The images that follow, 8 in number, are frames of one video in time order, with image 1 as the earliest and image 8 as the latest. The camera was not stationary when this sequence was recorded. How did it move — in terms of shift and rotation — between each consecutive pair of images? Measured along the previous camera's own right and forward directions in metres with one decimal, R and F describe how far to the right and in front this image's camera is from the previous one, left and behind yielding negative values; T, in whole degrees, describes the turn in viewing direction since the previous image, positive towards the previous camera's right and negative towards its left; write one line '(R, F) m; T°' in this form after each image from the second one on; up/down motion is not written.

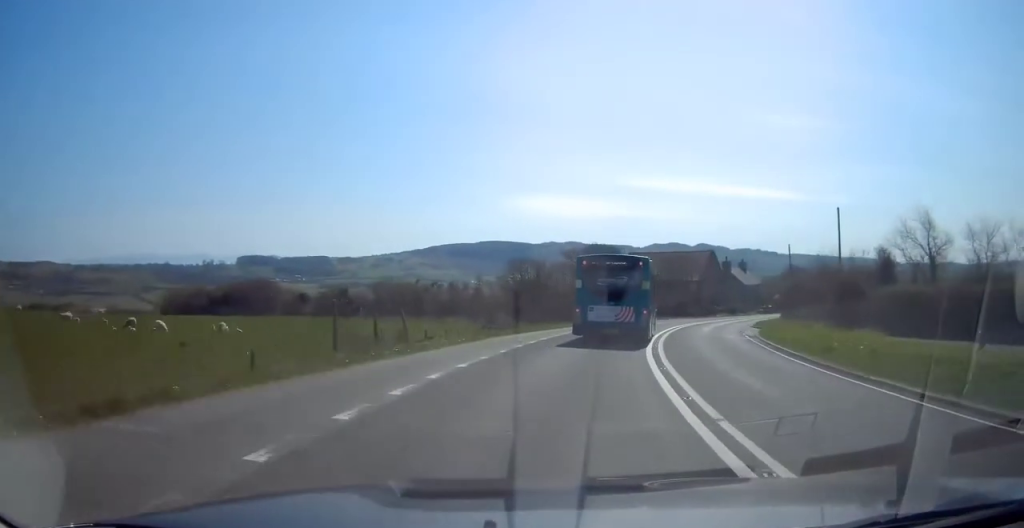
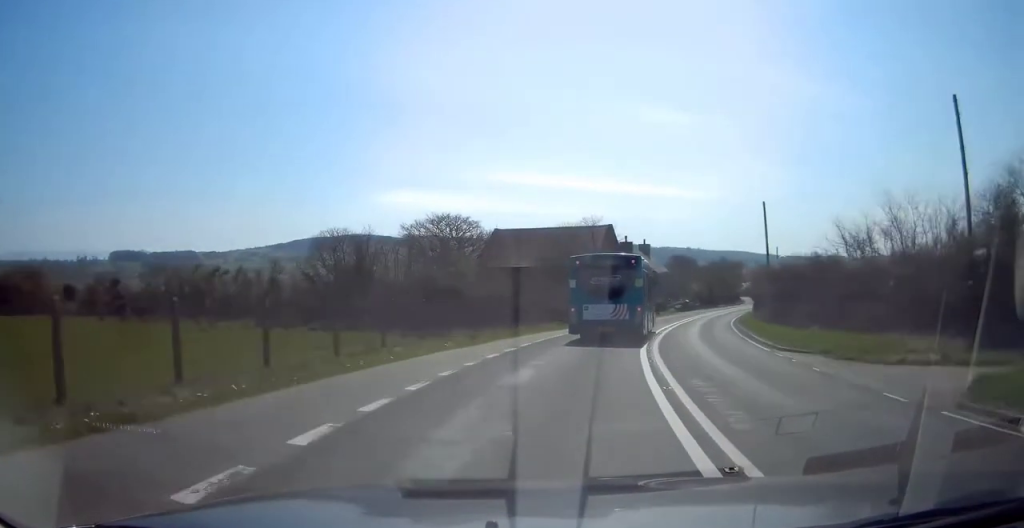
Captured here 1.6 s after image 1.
(0.0, +27.0) m; 0°
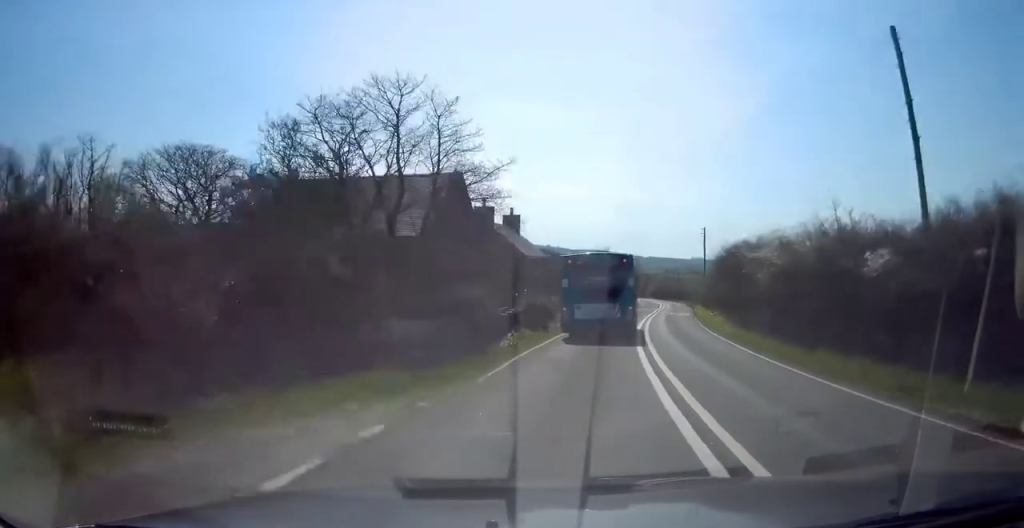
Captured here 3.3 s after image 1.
(+0.6, +29.0) m; +11°
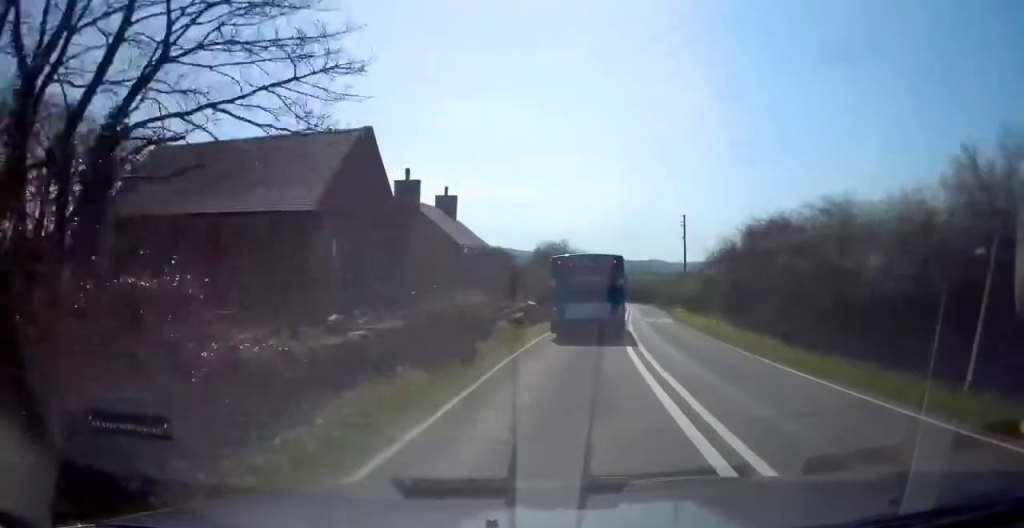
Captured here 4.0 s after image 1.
(+1.8, +12.2) m; +7°
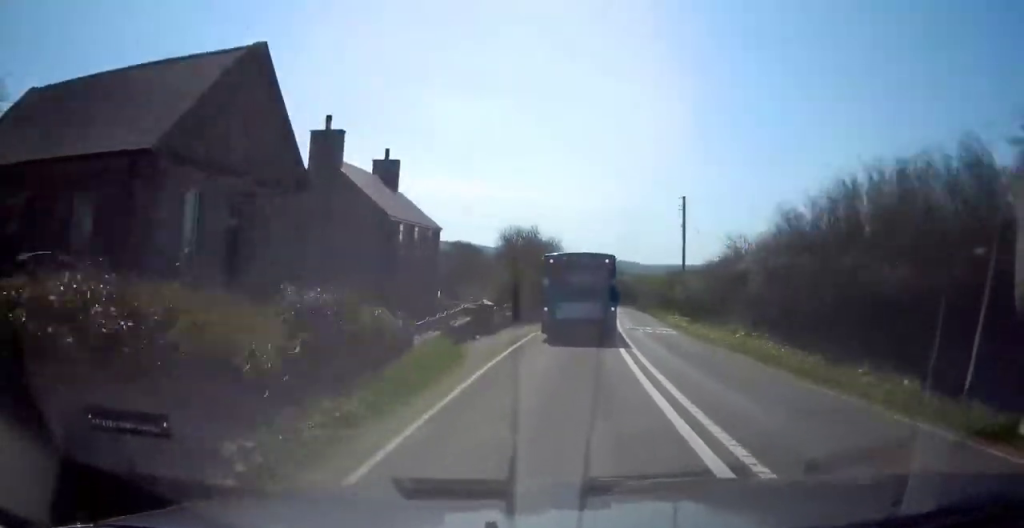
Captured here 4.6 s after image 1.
(+0.5, +10.6) m; +4°
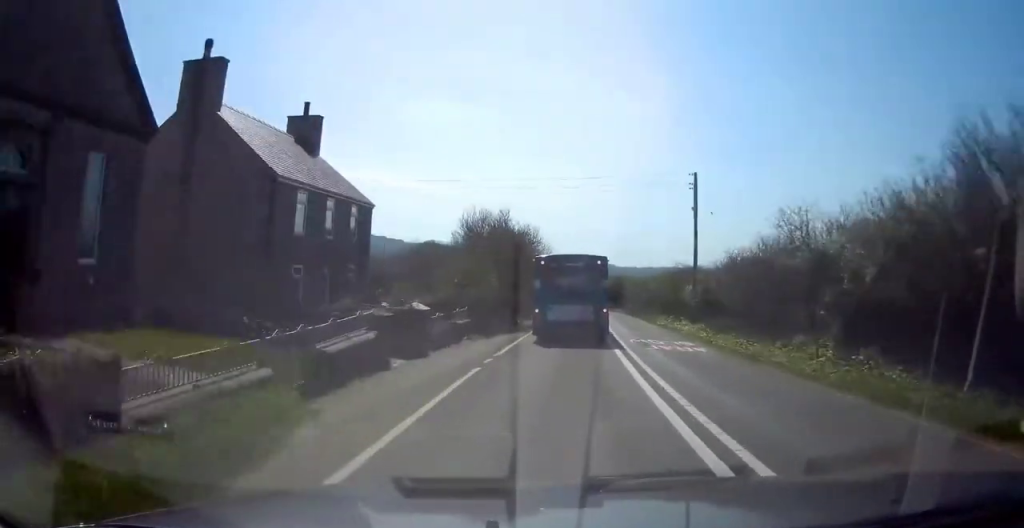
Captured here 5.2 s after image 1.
(-0.2, +10.1) m; +3°
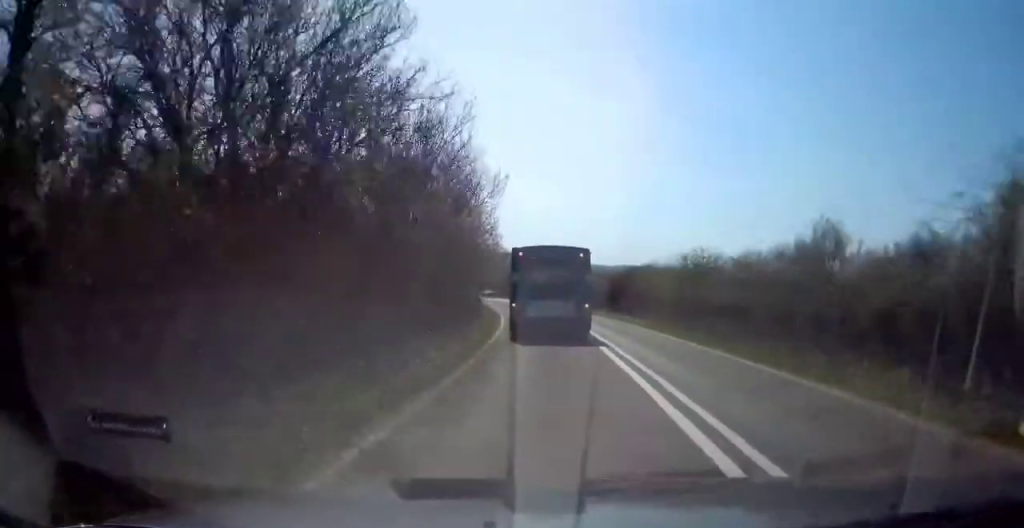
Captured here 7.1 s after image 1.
(-0.4, +34.0) m; -6°
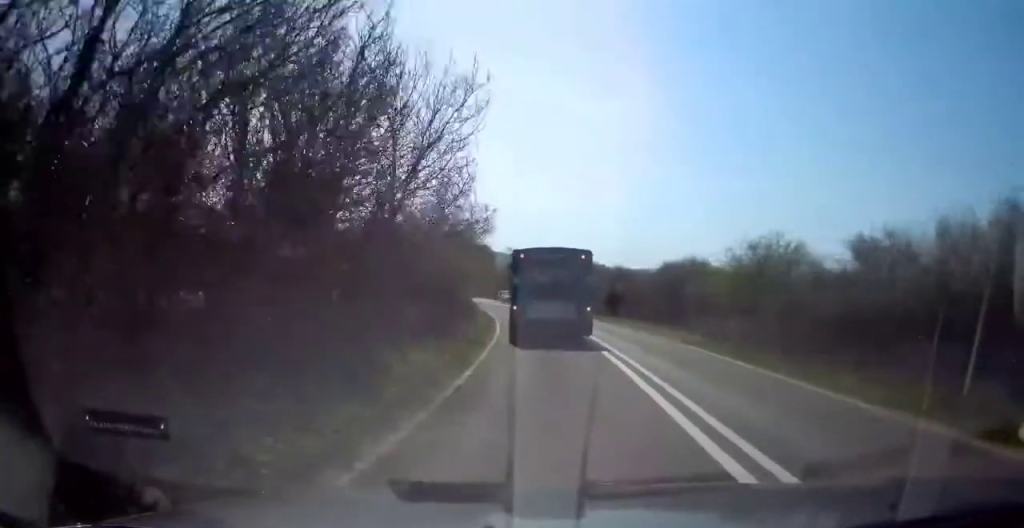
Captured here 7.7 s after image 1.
(-0.1, +9.8) m; -1°
